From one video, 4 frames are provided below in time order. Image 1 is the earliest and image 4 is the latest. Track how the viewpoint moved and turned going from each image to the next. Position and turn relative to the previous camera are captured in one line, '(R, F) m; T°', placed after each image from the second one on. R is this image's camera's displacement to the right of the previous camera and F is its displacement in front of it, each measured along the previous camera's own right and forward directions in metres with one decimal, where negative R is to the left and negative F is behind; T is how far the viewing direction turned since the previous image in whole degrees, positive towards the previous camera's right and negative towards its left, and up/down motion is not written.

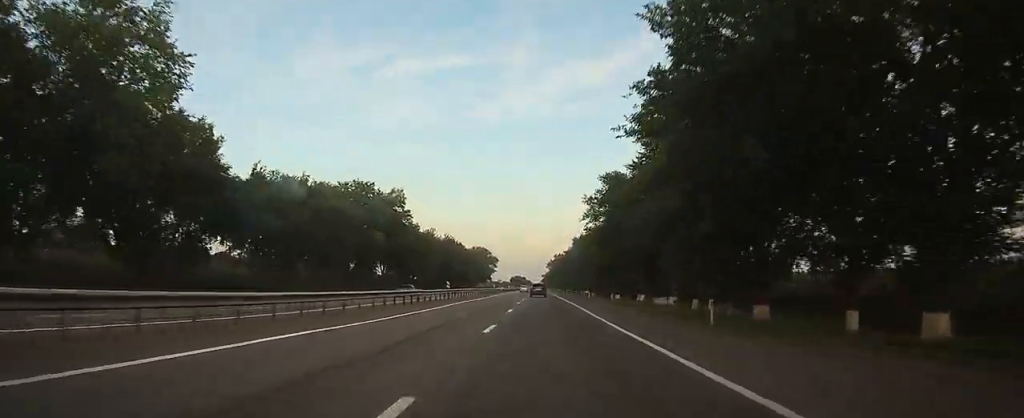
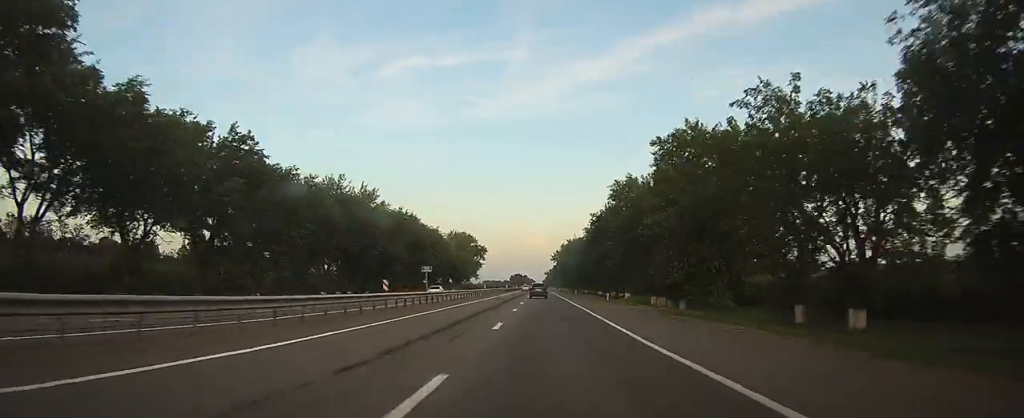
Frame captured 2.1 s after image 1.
(-0.4, +61.3) m; -1°
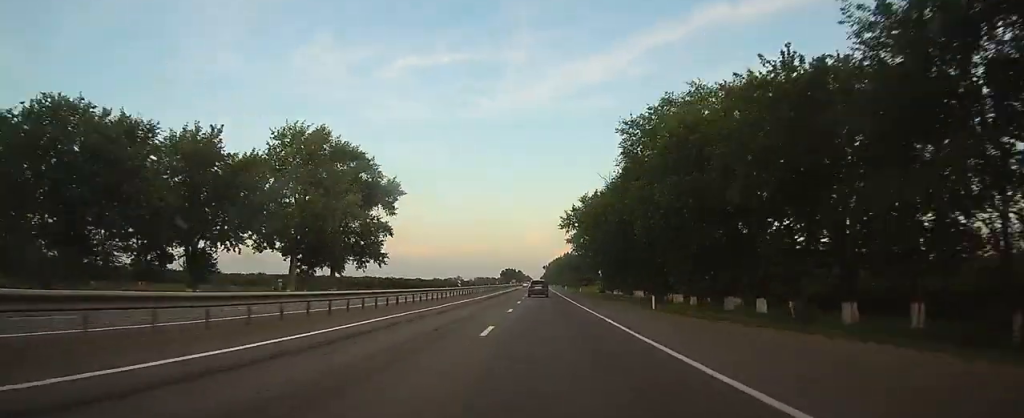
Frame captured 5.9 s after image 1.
(+0.2, +127.0) m; 0°
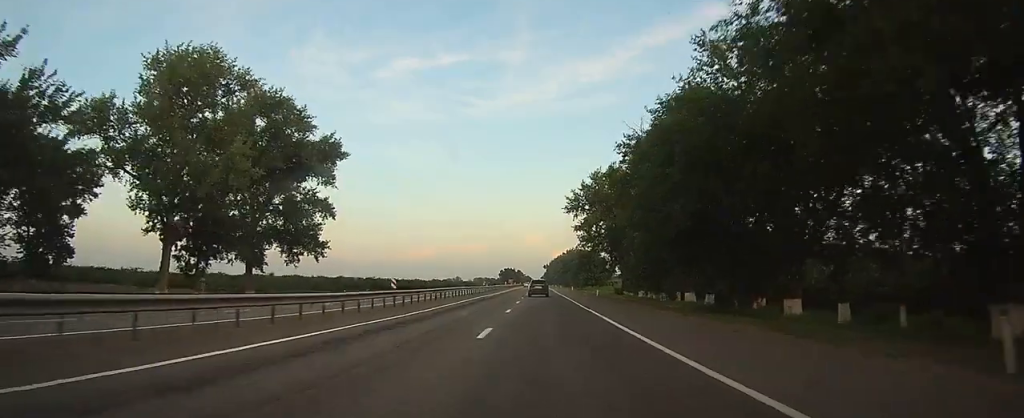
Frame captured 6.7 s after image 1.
(+0.1, +29.1) m; 0°
